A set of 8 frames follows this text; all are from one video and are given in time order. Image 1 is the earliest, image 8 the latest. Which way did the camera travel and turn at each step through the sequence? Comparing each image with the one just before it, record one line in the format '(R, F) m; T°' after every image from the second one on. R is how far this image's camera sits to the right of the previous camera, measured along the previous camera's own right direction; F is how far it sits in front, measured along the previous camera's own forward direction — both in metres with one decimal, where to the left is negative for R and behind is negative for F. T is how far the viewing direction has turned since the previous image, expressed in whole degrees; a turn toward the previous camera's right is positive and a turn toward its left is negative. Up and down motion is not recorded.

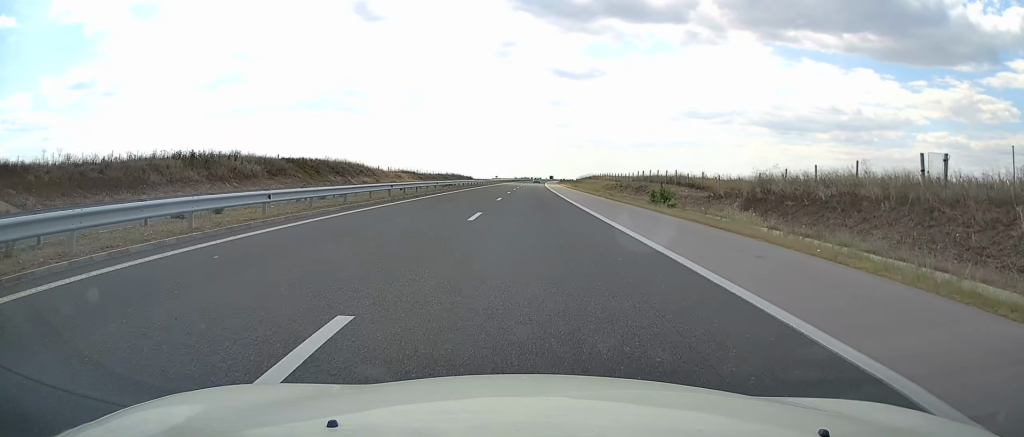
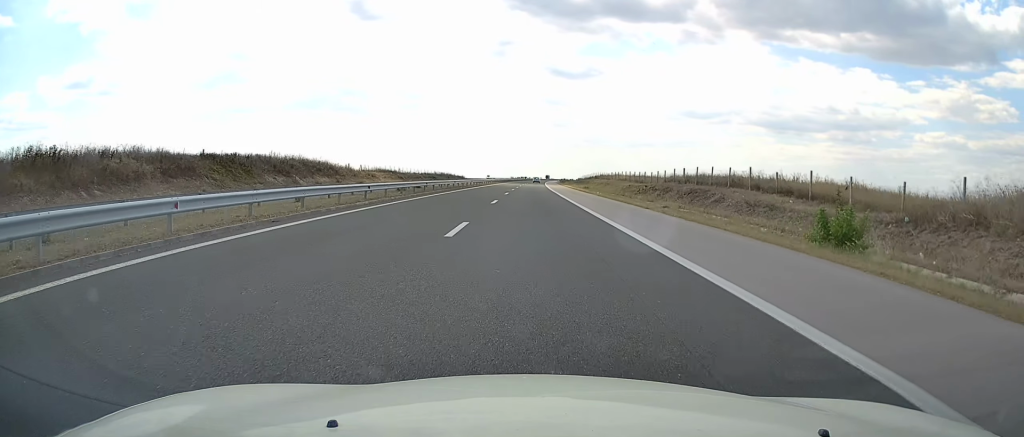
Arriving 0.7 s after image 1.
(+0.1, +20.7) m; +1°
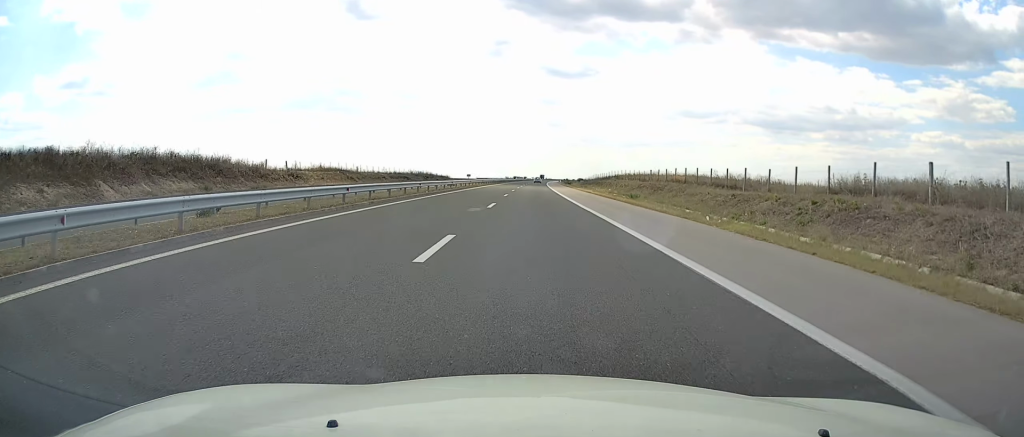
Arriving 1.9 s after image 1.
(+0.3, +35.4) m; +1°
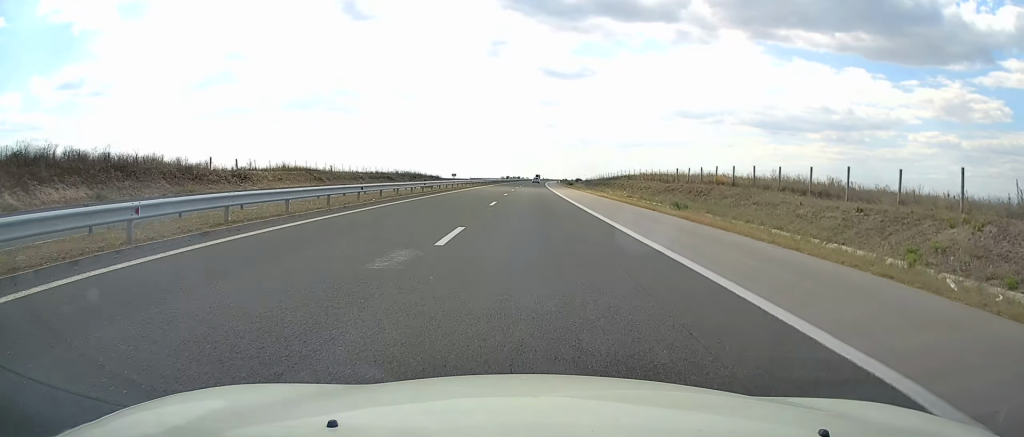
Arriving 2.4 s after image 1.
(+0.1, +13.8) m; 0°
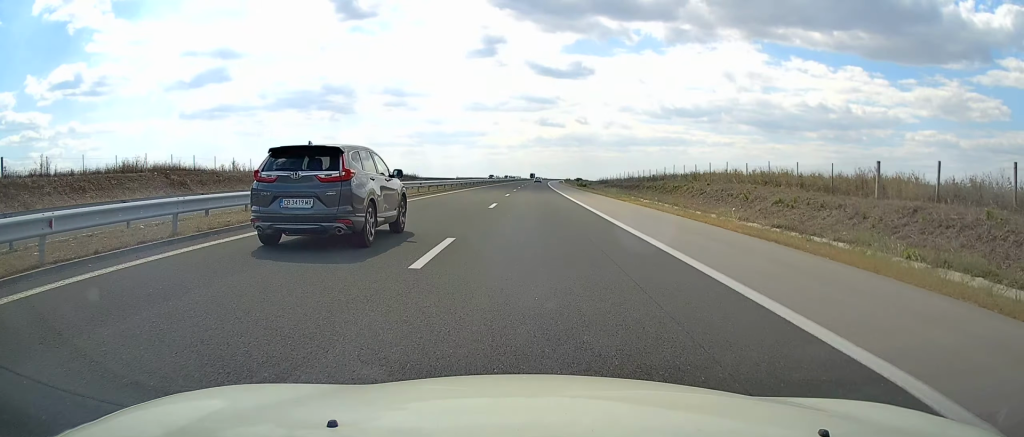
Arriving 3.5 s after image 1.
(-0.3, +34.4) m; 0°
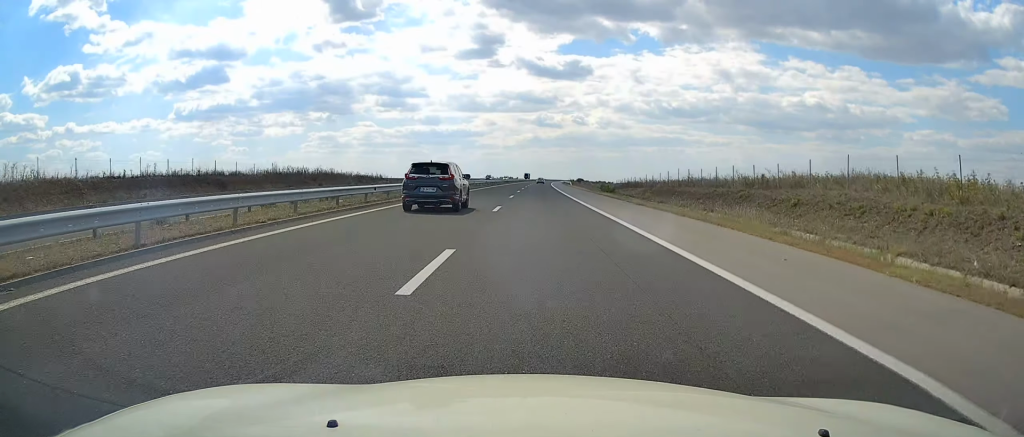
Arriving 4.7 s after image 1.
(+0.3, +33.4) m; +1°
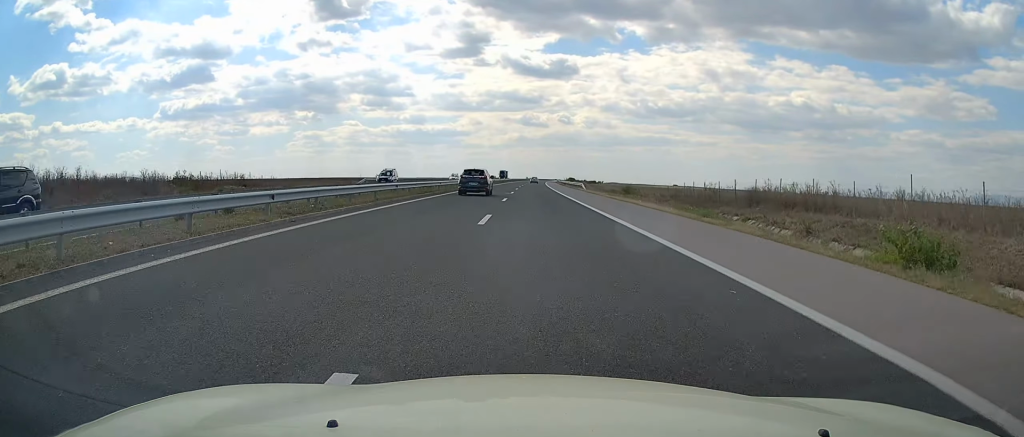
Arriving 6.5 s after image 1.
(0.0, +54.0) m; 0°
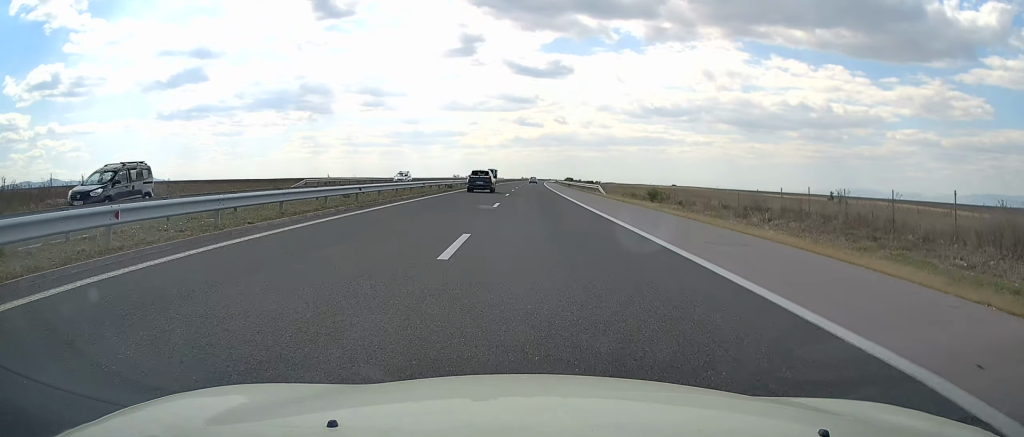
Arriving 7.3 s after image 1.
(0.0, +22.6) m; +1°
